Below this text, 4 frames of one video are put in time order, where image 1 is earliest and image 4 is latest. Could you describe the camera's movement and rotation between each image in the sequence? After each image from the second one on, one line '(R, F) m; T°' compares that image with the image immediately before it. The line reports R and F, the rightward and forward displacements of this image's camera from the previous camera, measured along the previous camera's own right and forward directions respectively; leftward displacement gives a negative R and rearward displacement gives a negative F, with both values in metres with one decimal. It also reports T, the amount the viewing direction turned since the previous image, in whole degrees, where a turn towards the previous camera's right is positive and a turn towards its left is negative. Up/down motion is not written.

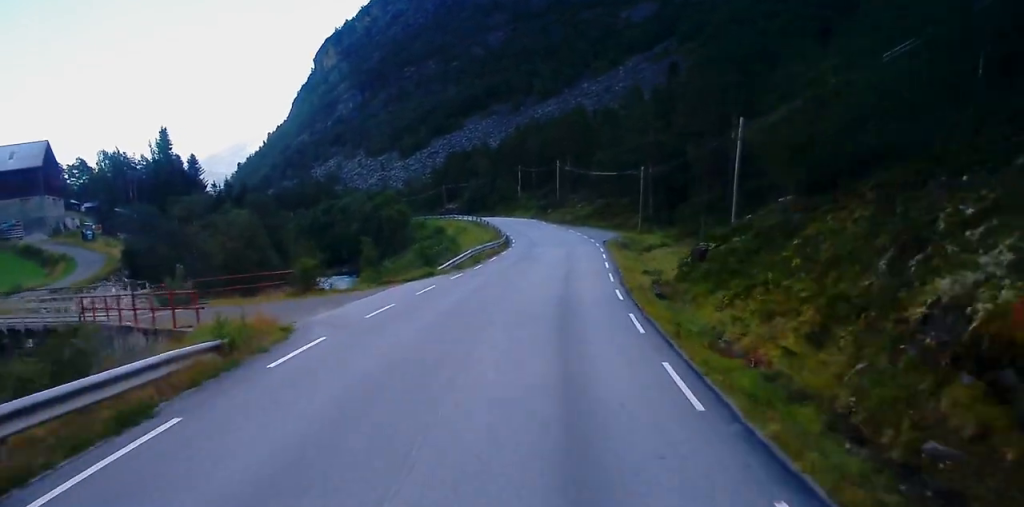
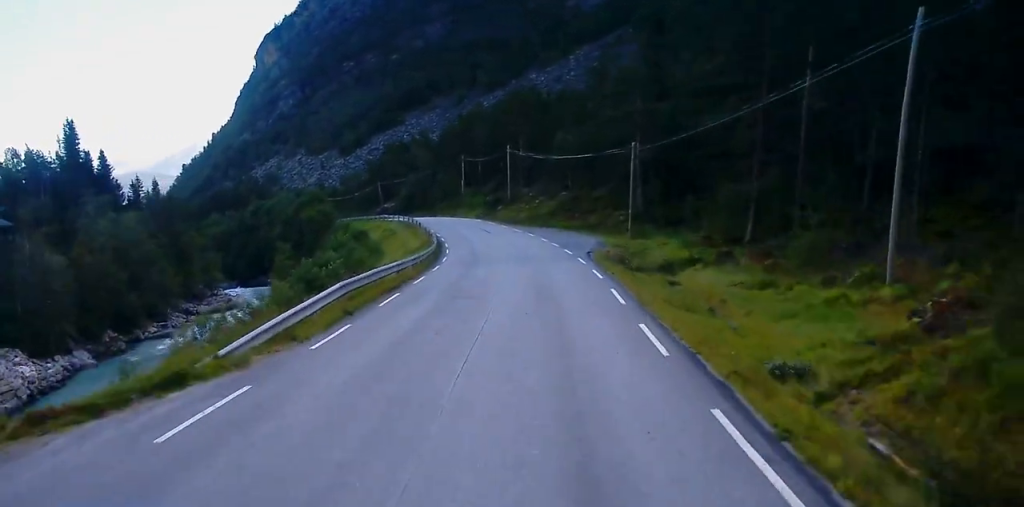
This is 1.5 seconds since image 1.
(+0.7, +21.5) m; +3°
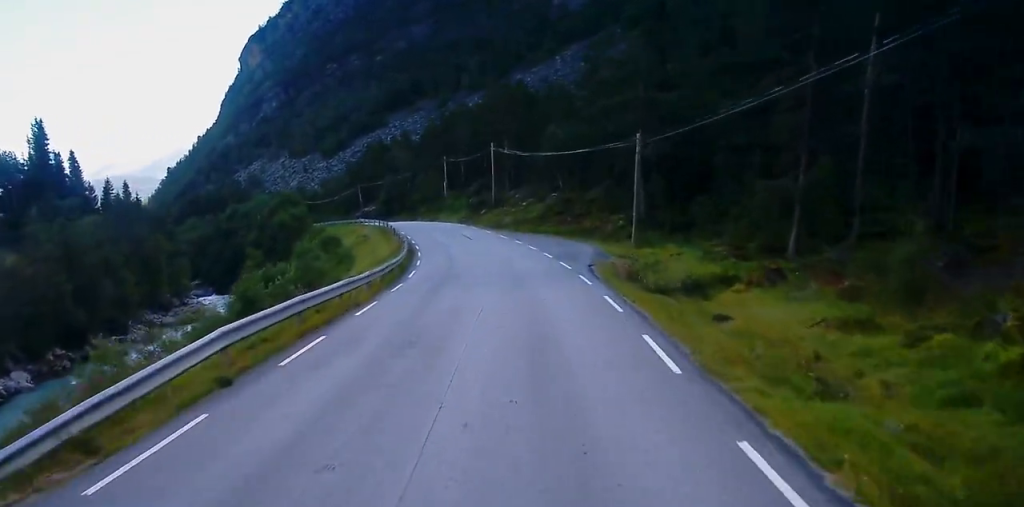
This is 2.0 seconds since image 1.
(0.0, +7.4) m; 0°
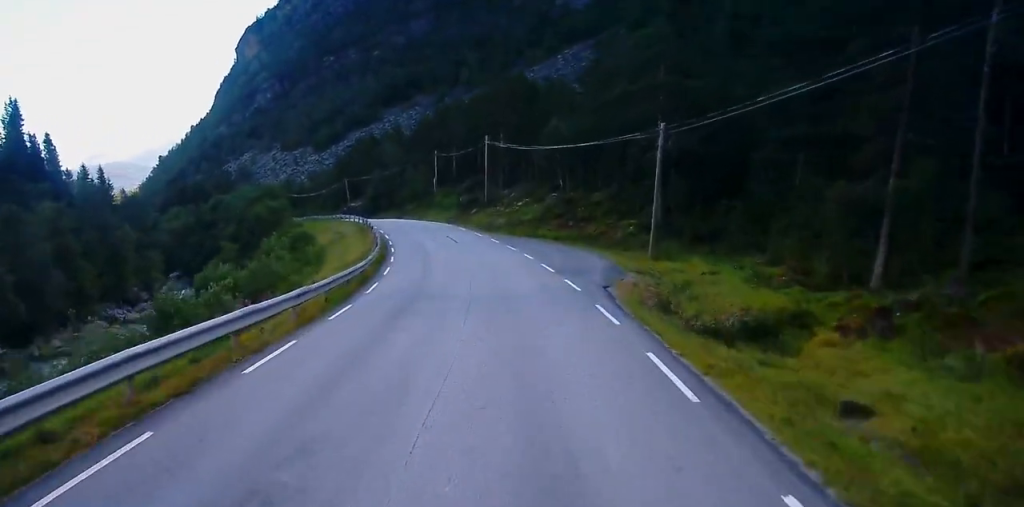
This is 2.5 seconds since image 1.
(0.0, +7.3) m; 0°
